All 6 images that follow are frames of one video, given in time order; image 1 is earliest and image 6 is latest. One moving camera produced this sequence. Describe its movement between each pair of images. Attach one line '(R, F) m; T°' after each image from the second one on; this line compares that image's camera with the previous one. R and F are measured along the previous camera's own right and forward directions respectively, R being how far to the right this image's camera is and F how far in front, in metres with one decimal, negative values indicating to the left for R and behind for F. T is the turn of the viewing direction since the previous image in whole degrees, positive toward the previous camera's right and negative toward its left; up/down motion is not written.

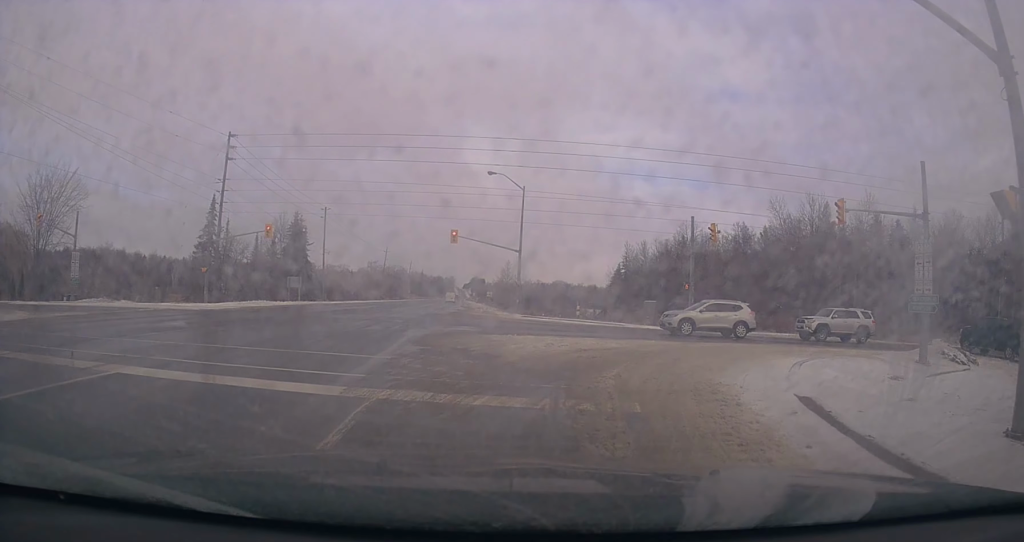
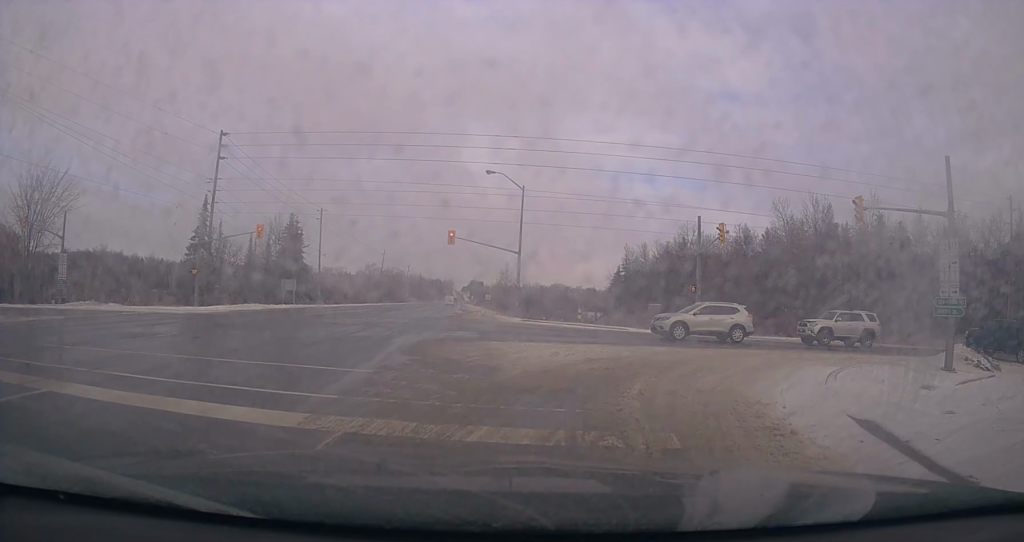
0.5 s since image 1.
(-0.1, +2.5) m; -1°
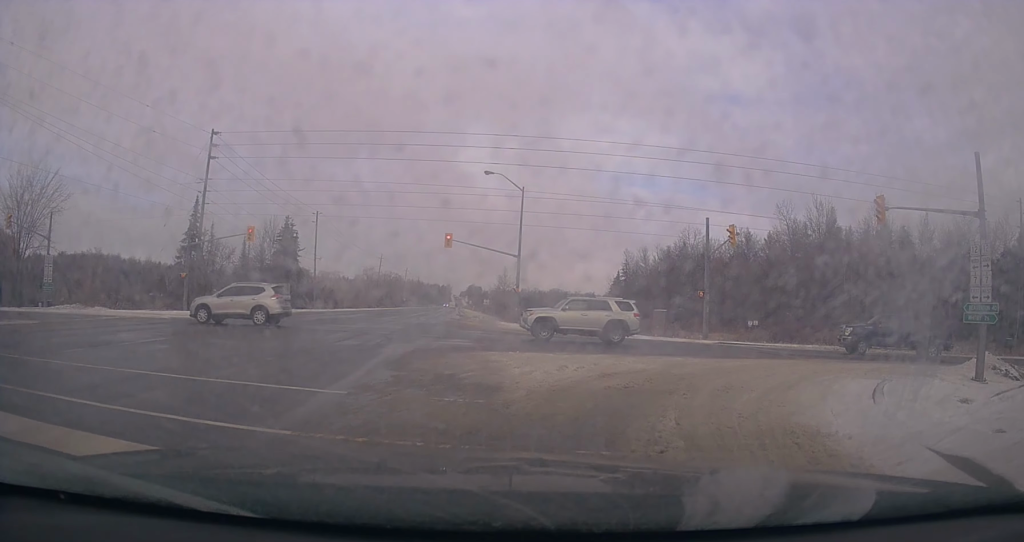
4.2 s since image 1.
(0.0, +5.1) m; -1°
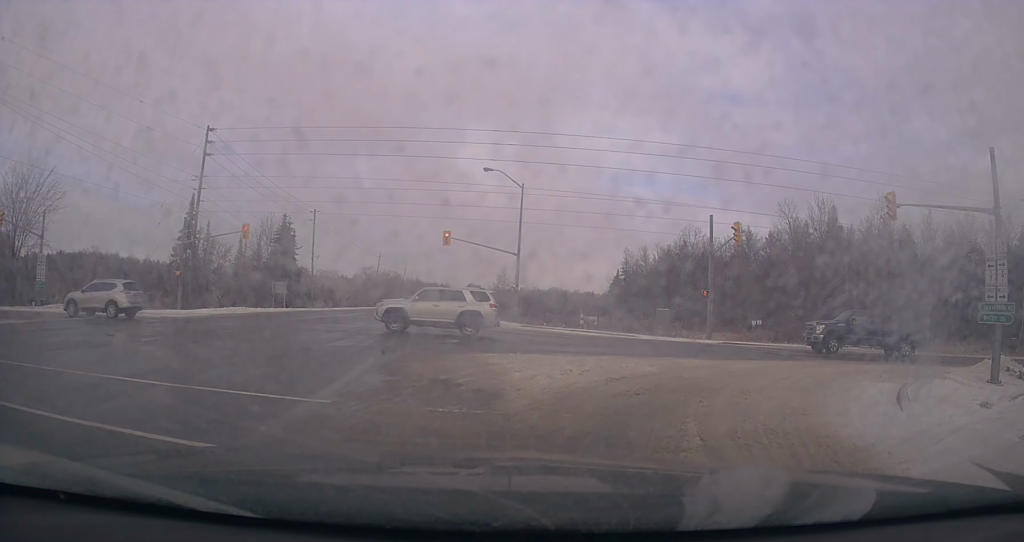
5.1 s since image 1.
(-0.1, +0.3) m; 0°
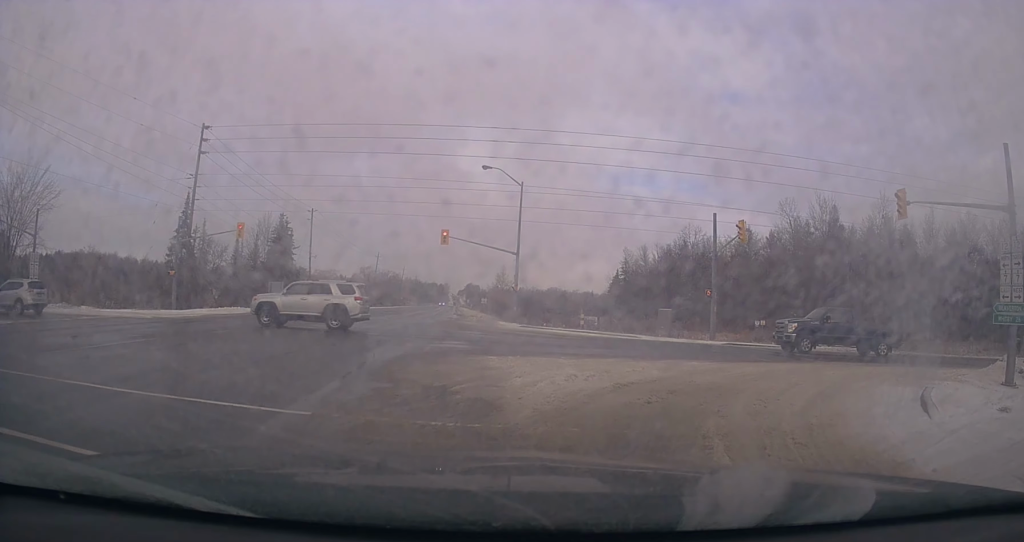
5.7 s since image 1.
(-0.1, +0.2) m; 0°
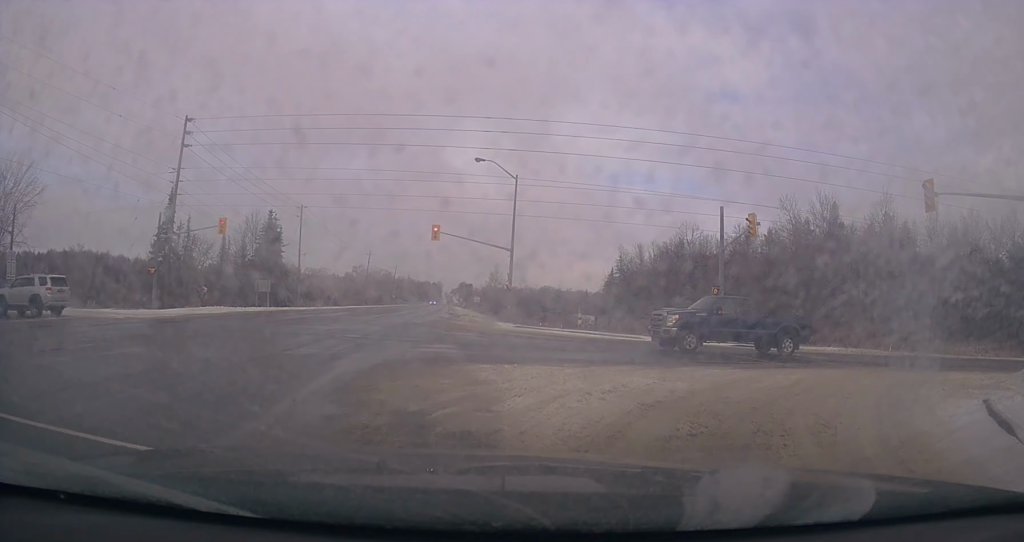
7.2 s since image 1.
(0.0, +0.8) m; 0°
